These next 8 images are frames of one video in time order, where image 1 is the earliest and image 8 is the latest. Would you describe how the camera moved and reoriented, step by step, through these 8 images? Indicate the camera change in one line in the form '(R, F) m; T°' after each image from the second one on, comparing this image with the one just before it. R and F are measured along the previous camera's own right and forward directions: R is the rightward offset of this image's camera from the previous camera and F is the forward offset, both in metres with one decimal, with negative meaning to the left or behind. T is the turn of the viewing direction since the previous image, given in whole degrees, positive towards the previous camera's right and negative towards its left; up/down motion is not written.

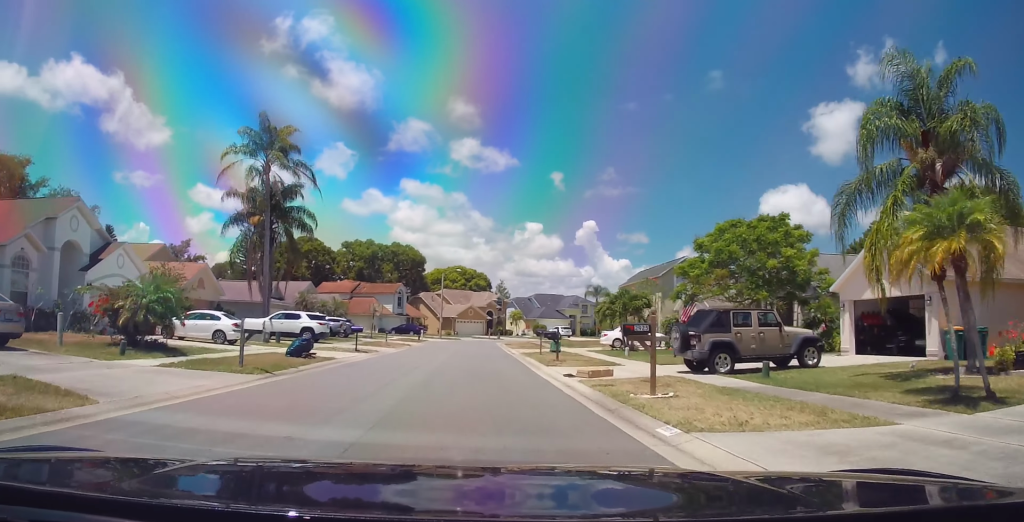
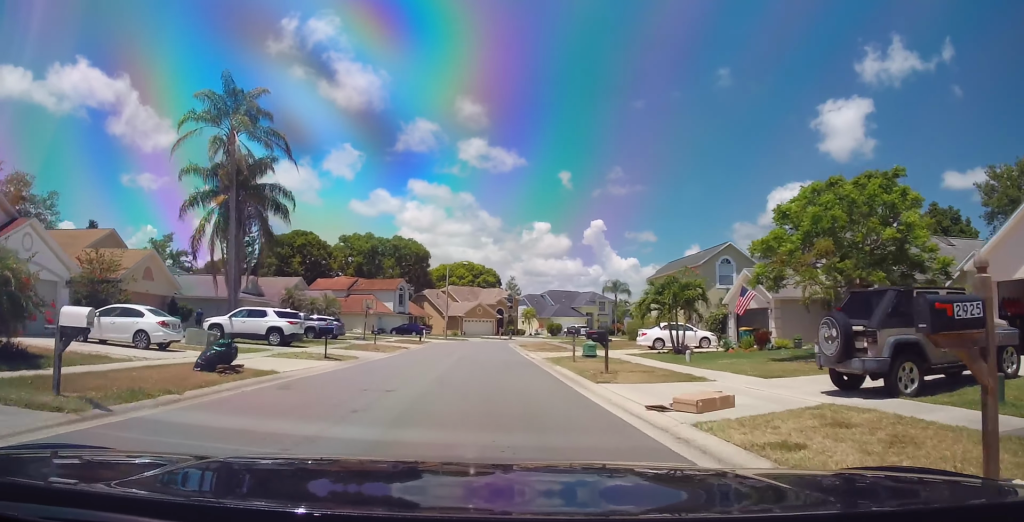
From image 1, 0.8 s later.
(0.0, +7.2) m; 0°
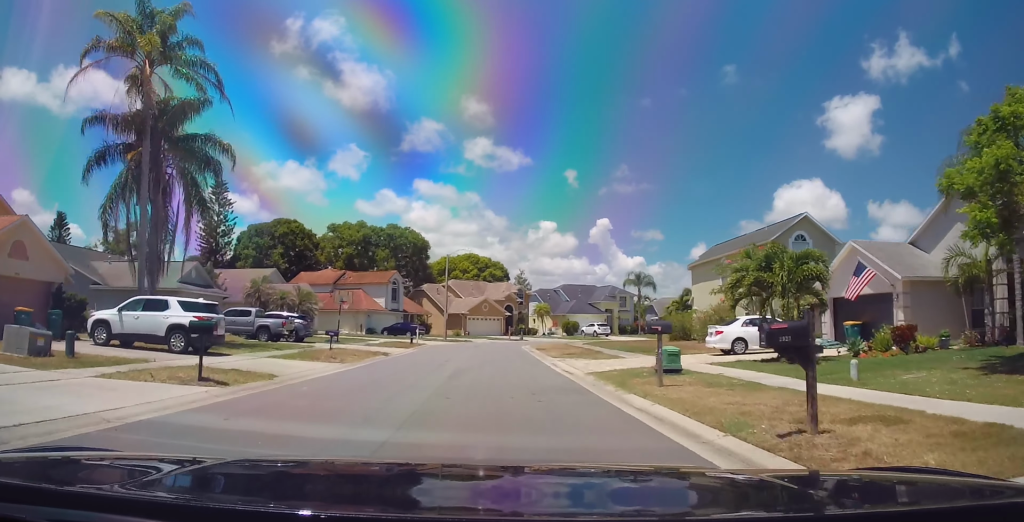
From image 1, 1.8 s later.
(0.0, +9.9) m; 0°
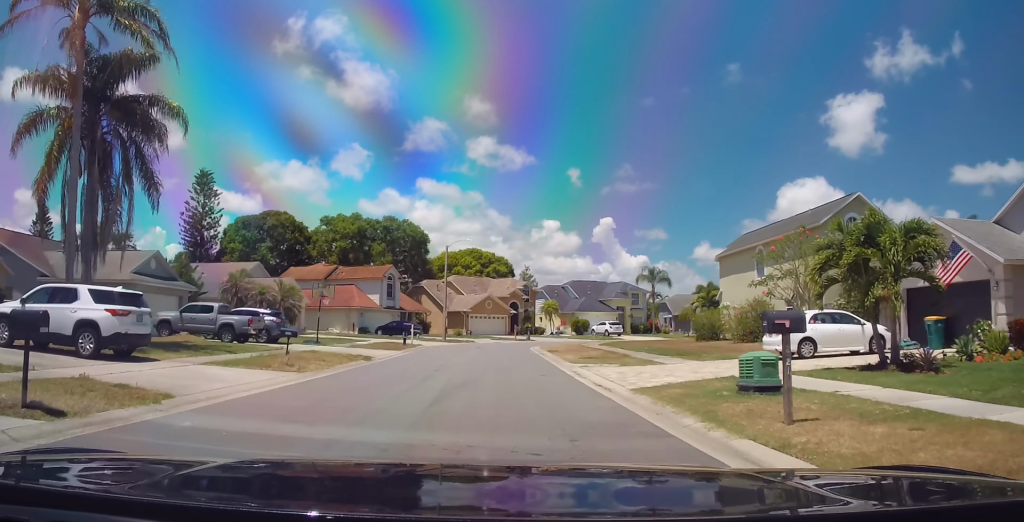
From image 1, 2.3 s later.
(0.0, +5.1) m; 0°
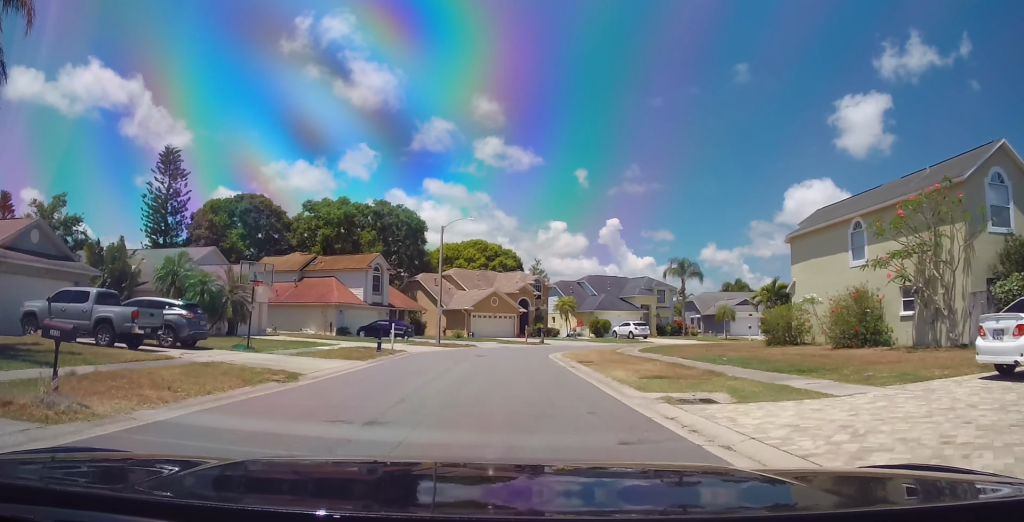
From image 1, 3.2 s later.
(0.0, +9.9) m; 0°
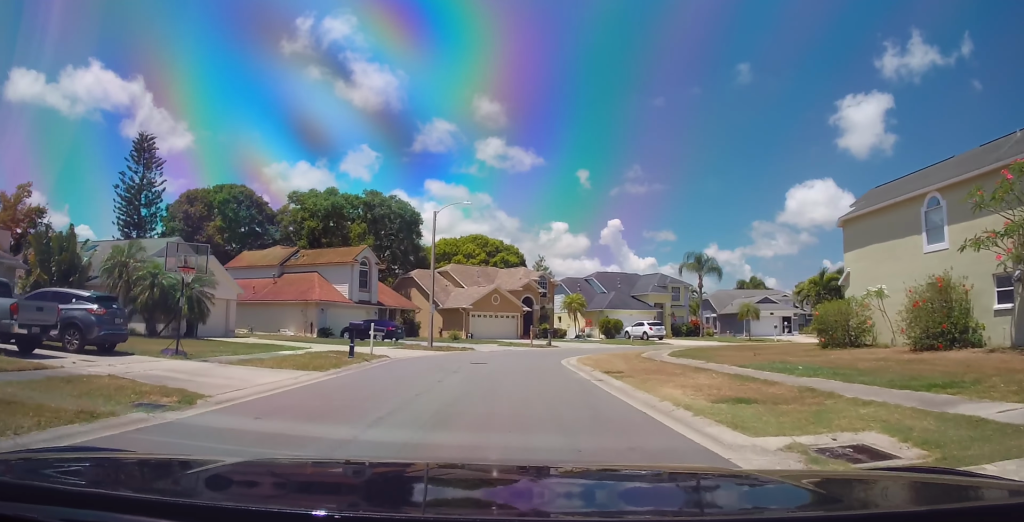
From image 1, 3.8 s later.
(0.0, +5.4) m; 0°
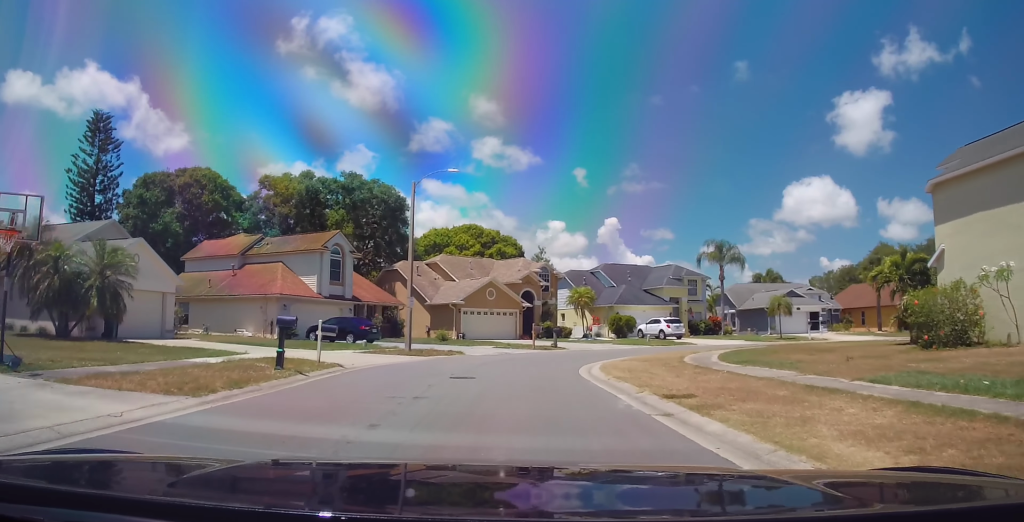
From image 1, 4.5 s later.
(0.0, +6.9) m; +2°
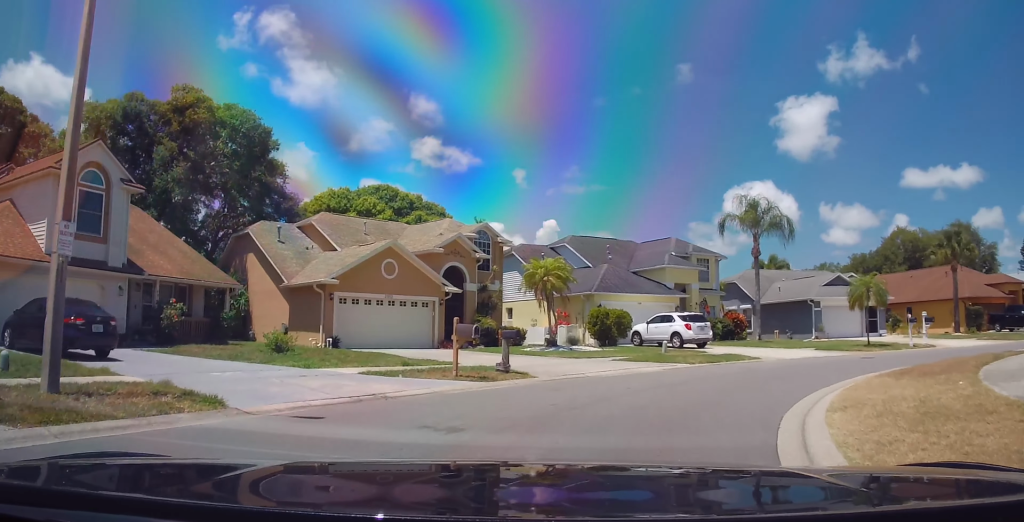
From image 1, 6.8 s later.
(+0.5, +20.6) m; +7°
